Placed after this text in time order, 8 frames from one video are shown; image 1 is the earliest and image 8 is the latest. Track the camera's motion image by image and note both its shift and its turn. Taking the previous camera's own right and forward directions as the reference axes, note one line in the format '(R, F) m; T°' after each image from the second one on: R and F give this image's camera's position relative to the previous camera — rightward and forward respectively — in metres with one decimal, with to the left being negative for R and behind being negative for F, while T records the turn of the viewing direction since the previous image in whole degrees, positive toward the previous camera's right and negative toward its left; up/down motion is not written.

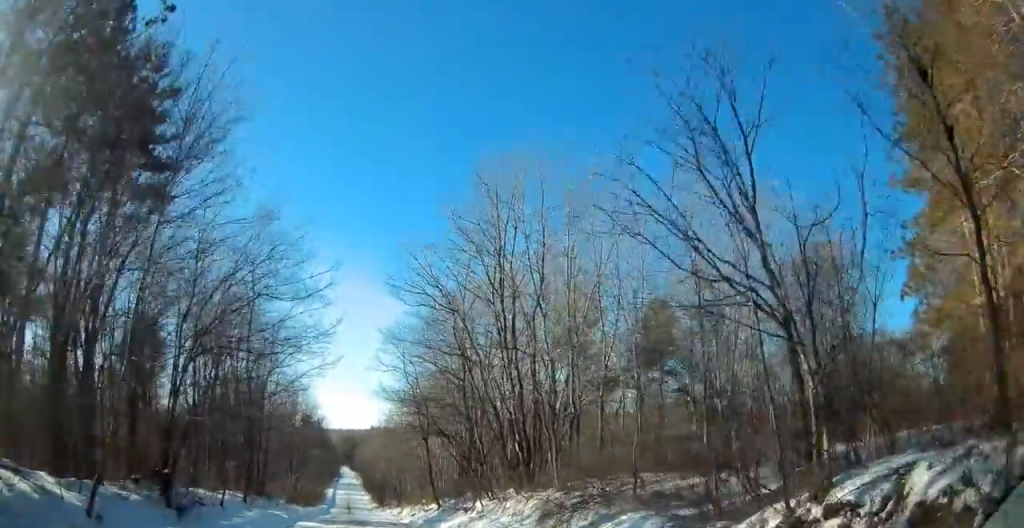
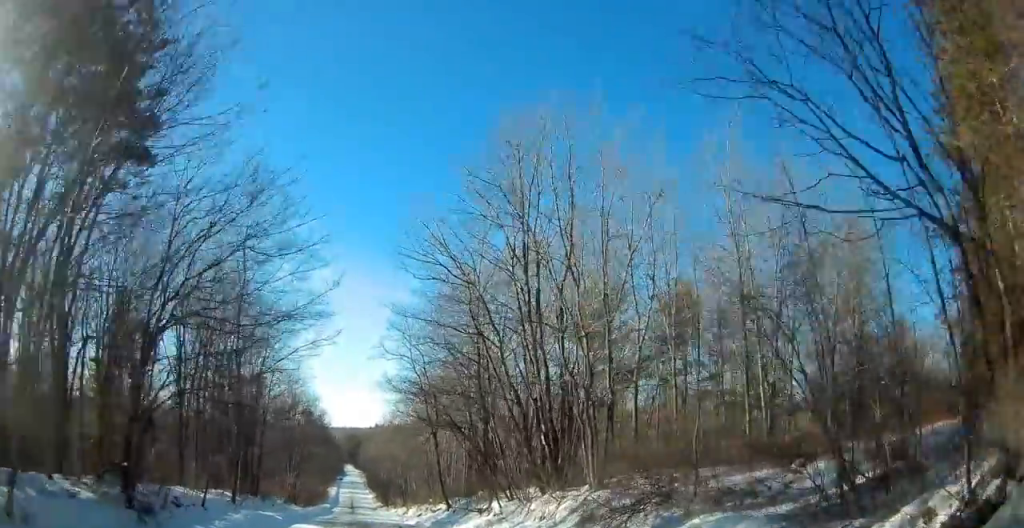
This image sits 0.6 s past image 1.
(0.0, +2.0) m; 0°
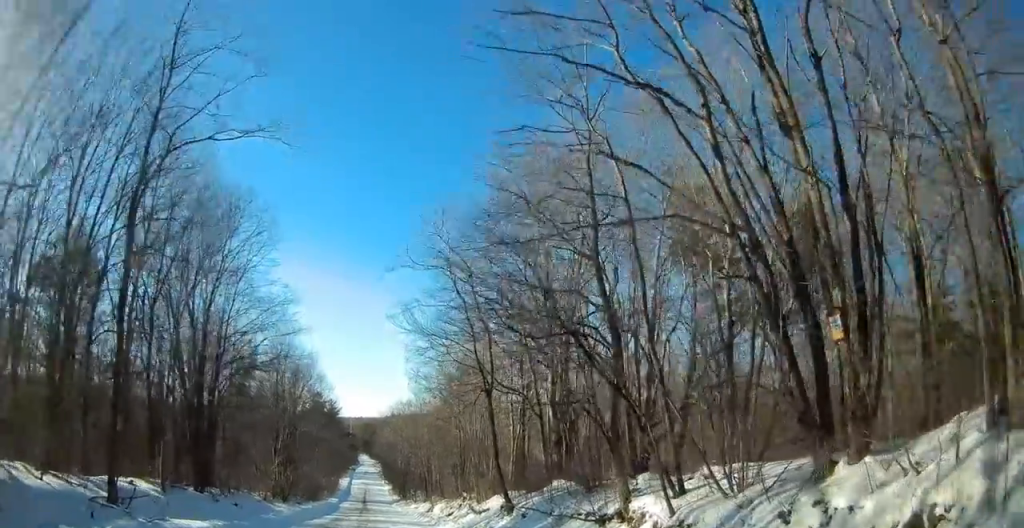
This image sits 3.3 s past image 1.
(-0.3, +11.5) m; -4°
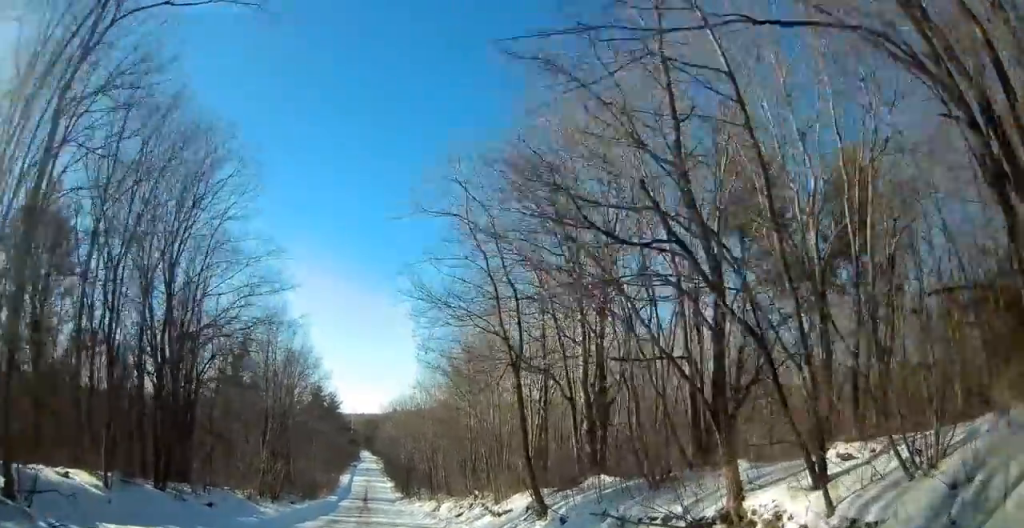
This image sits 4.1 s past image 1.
(-0.1, +3.8) m; 0°
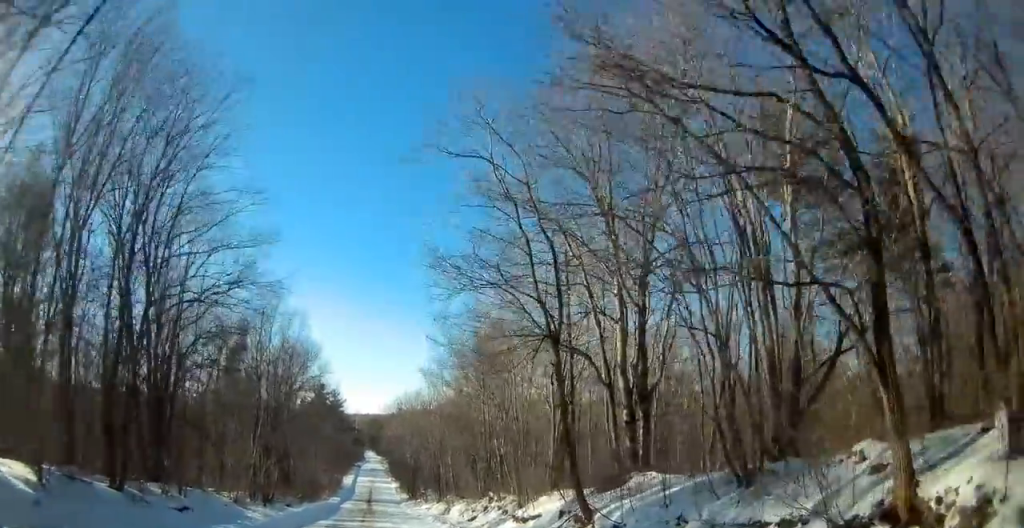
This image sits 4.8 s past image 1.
(+0.1, +3.0) m; +1°
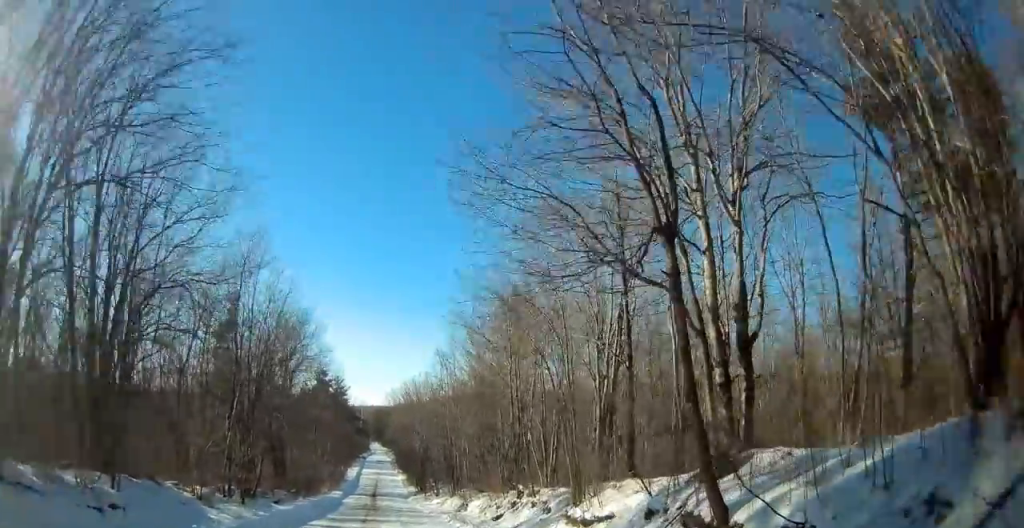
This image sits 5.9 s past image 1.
(-0.1, +5.2) m; -1°
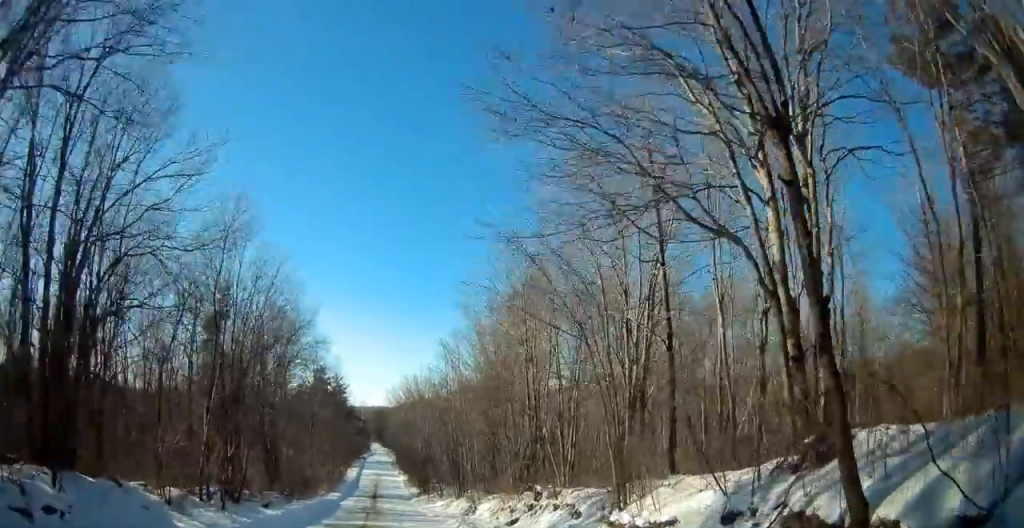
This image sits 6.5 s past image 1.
(0.0, +2.9) m; 0°
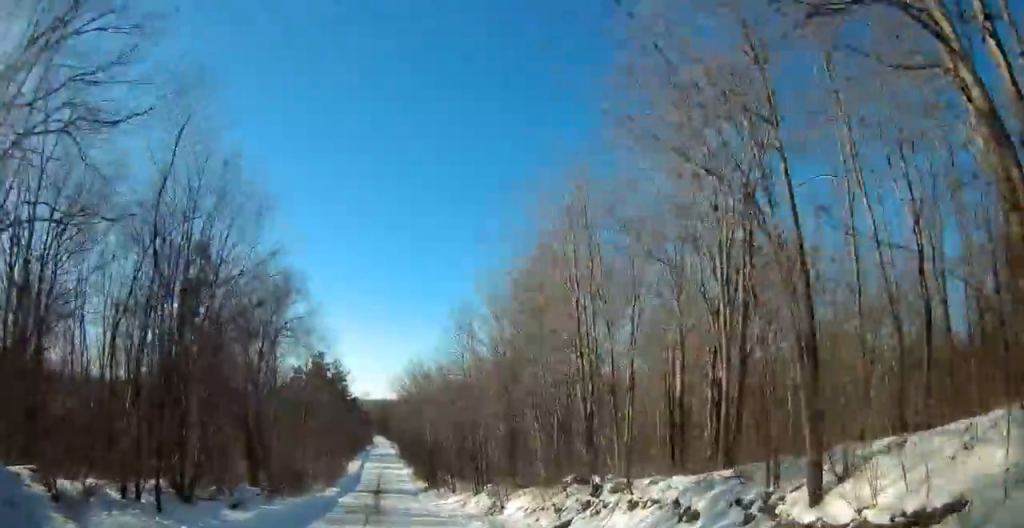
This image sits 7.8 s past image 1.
(-0.1, +6.1) m; +1°
